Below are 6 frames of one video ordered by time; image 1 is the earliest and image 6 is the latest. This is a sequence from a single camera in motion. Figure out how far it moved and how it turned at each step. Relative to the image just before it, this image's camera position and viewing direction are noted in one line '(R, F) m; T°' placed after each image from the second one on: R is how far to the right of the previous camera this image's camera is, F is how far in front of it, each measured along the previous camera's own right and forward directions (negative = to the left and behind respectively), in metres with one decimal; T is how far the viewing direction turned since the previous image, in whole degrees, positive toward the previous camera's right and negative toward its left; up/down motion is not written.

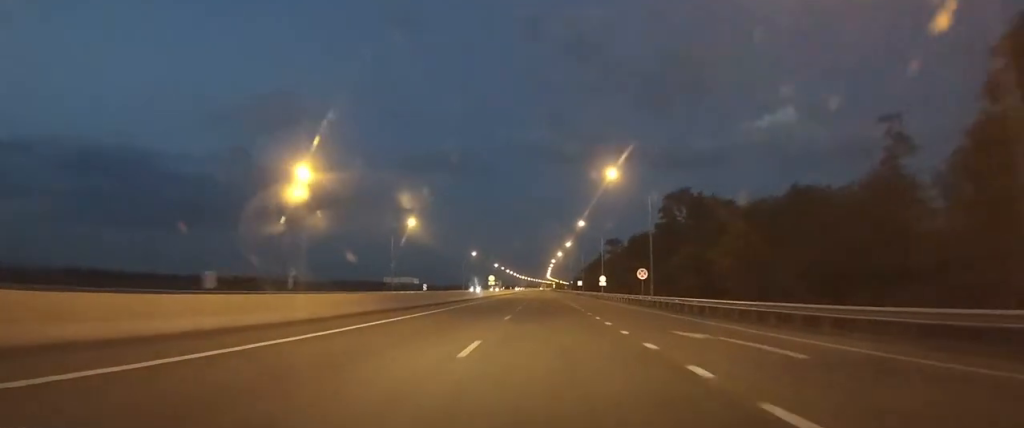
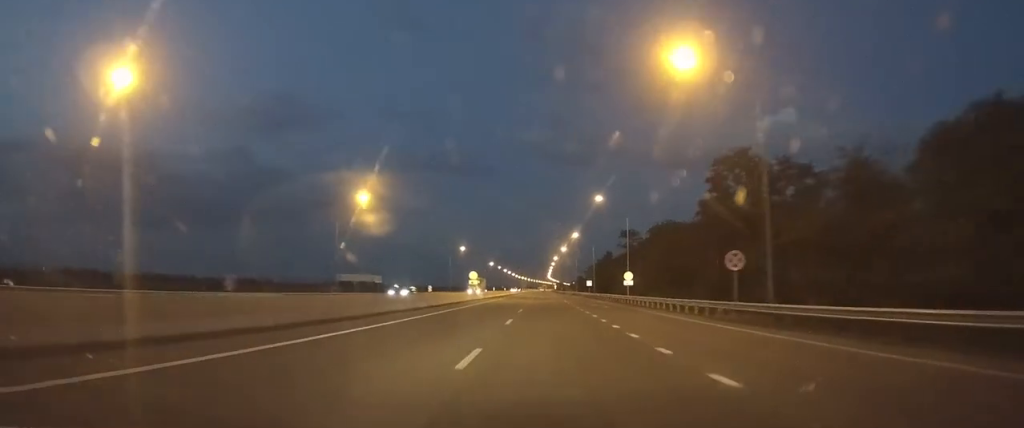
(0.0, +24.9) m; 0°
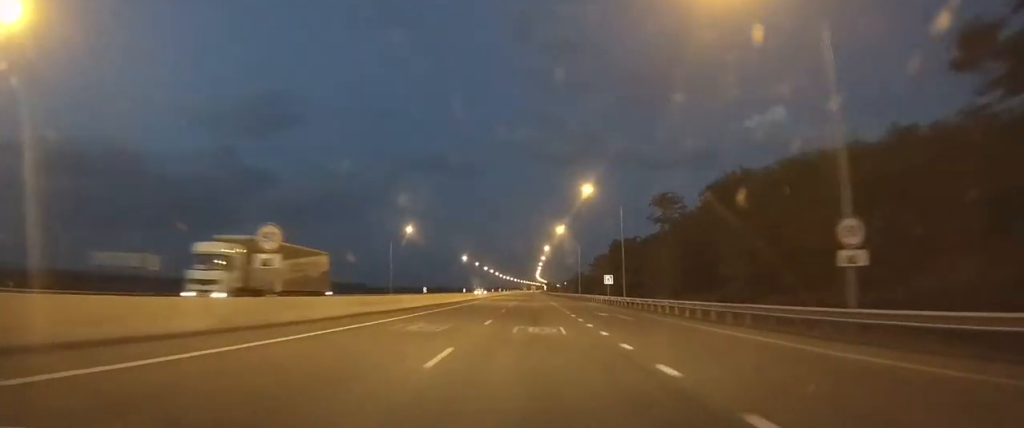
(+0.7, +47.9) m; +2°
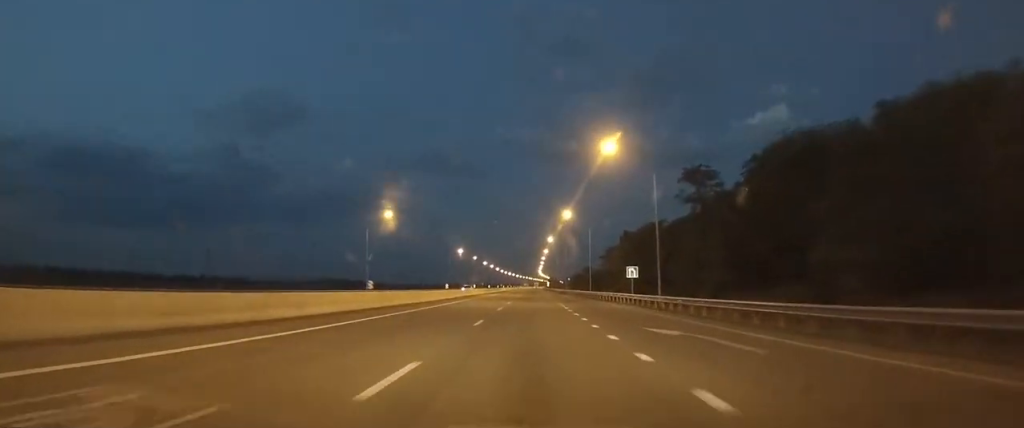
(0.0, +15.4) m; 0°
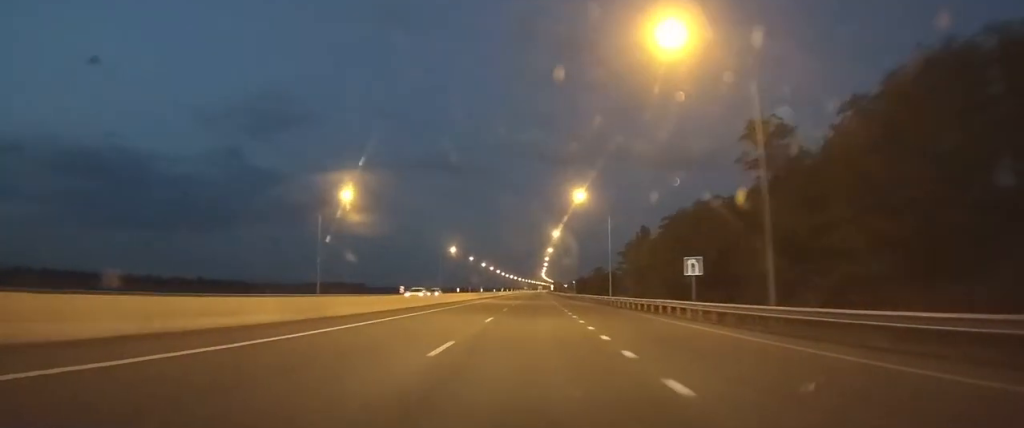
(-0.1, +19.7) m; -1°
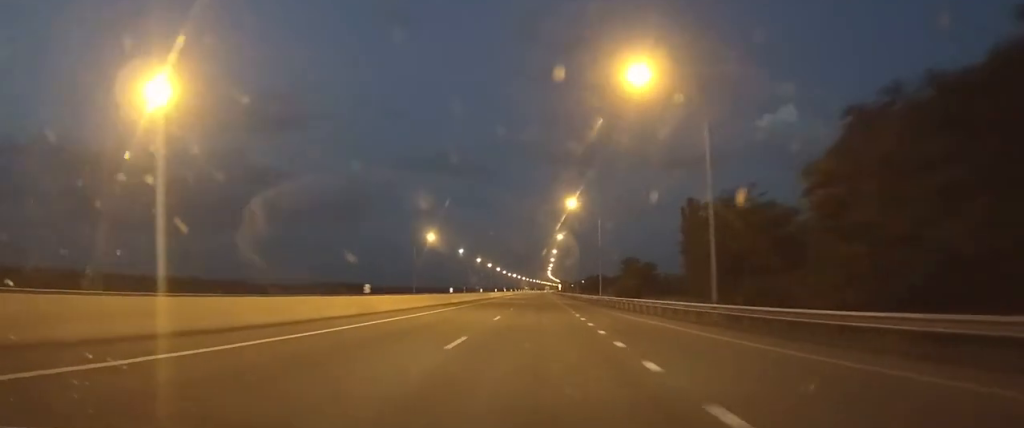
(-0.5, +35.3) m; -1°
